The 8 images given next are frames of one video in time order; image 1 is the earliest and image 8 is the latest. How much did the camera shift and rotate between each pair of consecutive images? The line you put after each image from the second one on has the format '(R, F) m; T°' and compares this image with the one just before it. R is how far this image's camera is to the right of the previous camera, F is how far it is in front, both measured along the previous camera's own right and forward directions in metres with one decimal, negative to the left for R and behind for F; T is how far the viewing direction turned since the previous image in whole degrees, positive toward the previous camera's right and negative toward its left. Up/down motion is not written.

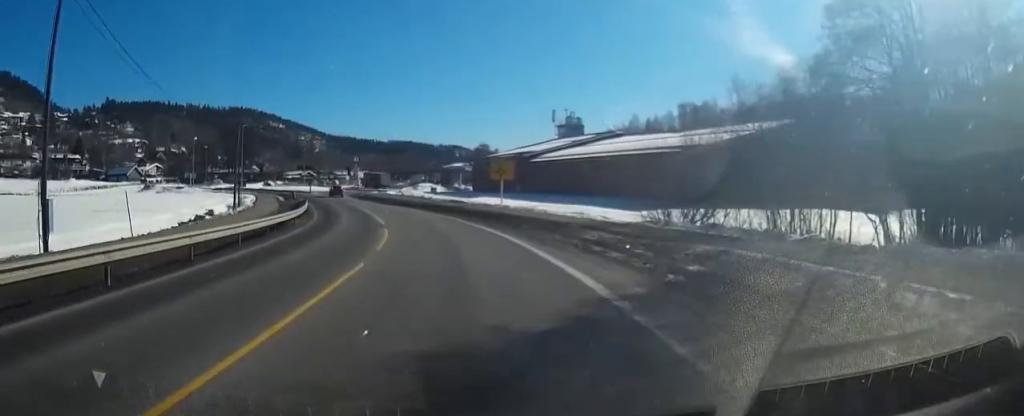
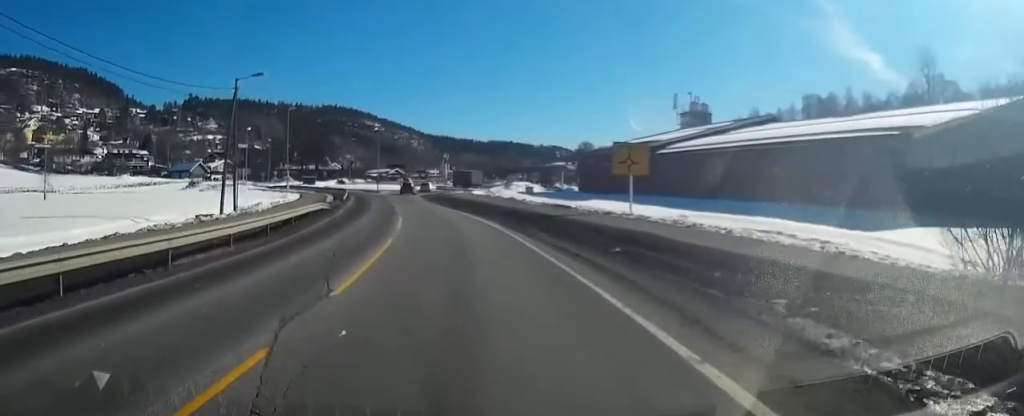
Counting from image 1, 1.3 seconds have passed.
(-1.4, +18.5) m; -8°
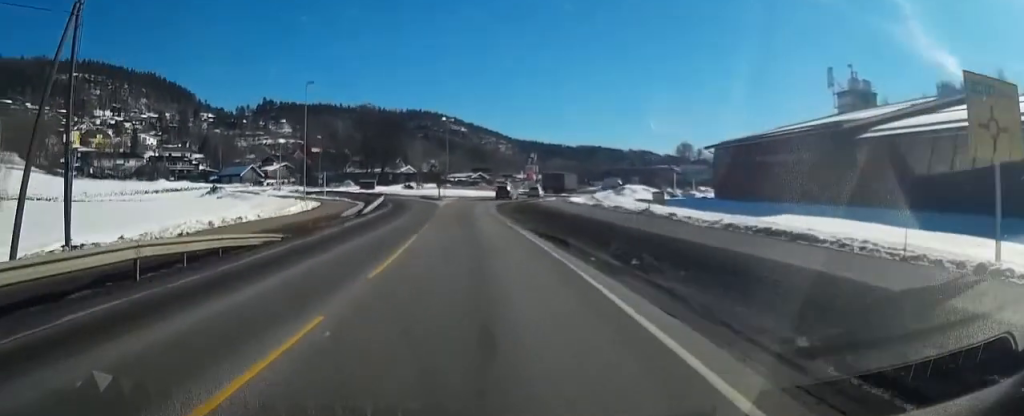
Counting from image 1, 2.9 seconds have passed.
(-1.6, +22.0) m; -9°
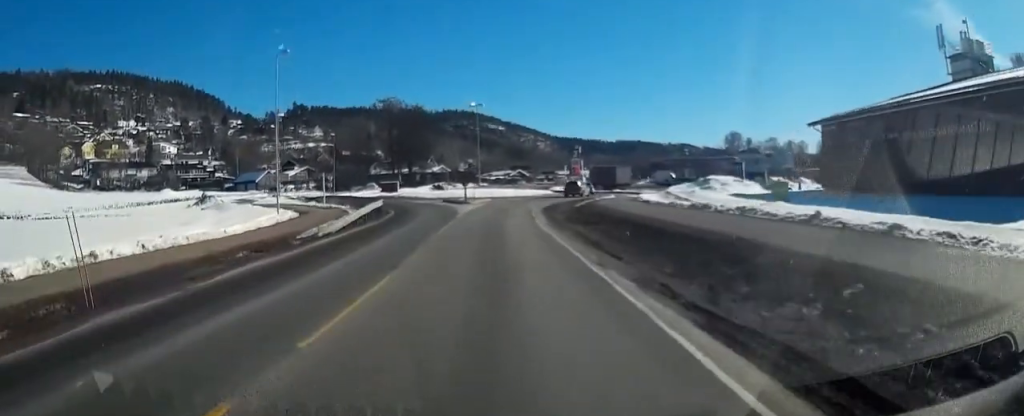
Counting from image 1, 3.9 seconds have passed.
(-0.8, +14.1) m; -3°
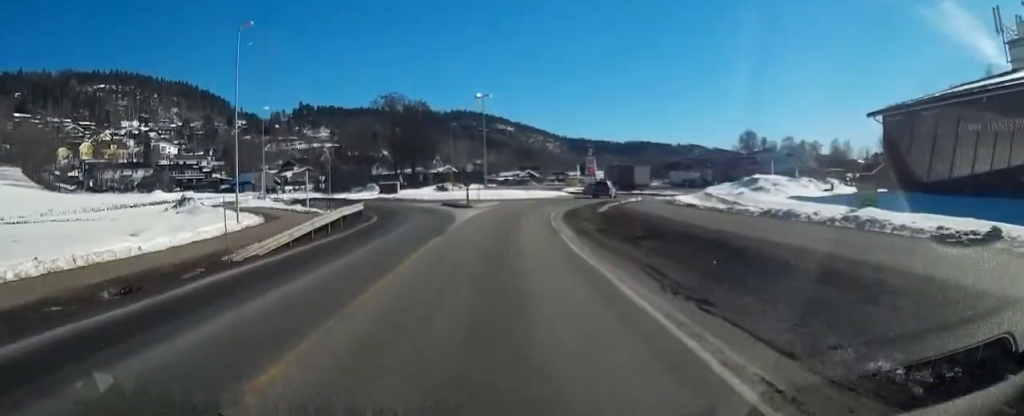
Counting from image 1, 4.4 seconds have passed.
(0.0, +7.2) m; 0°
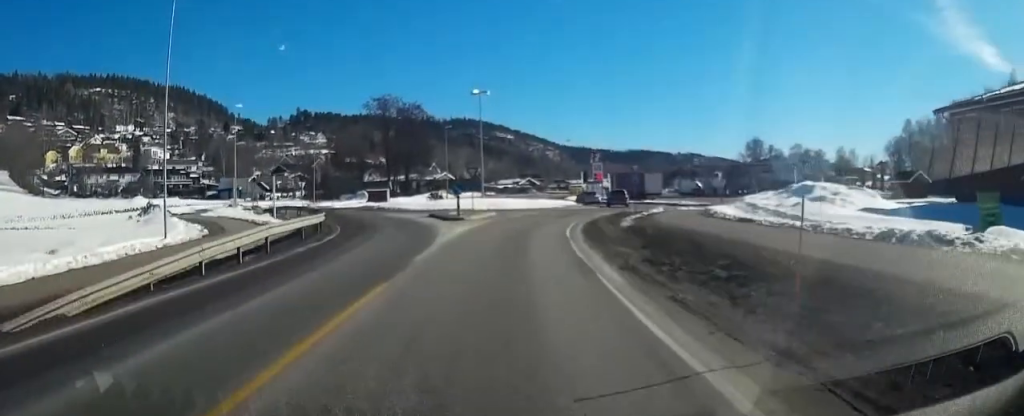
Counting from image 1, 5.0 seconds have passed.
(0.0, +7.3) m; 0°
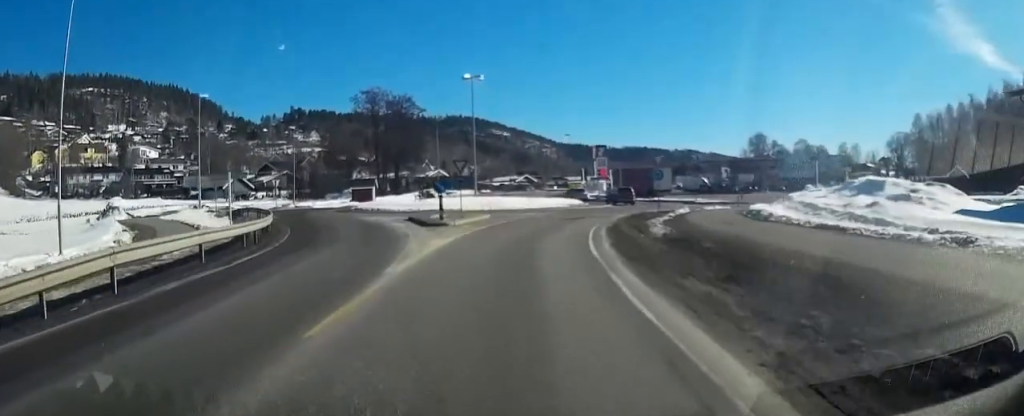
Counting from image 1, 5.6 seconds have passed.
(0.0, +7.0) m; 0°
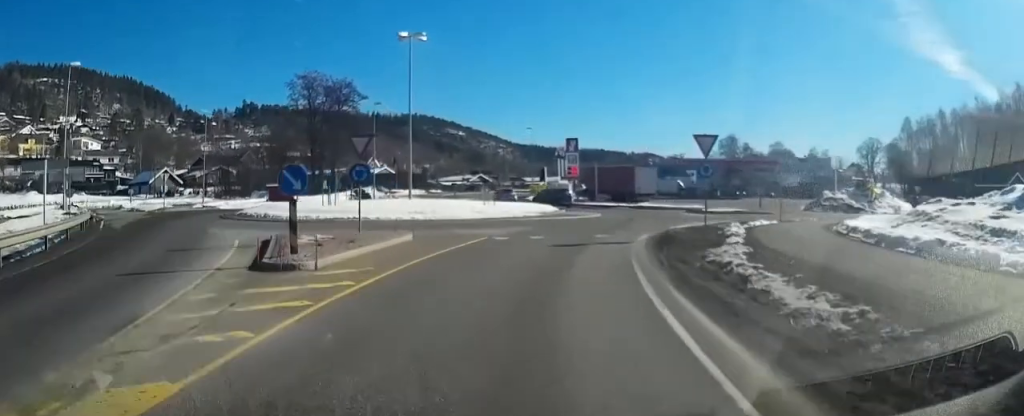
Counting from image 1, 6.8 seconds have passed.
(-0.1, +14.1) m; 0°
